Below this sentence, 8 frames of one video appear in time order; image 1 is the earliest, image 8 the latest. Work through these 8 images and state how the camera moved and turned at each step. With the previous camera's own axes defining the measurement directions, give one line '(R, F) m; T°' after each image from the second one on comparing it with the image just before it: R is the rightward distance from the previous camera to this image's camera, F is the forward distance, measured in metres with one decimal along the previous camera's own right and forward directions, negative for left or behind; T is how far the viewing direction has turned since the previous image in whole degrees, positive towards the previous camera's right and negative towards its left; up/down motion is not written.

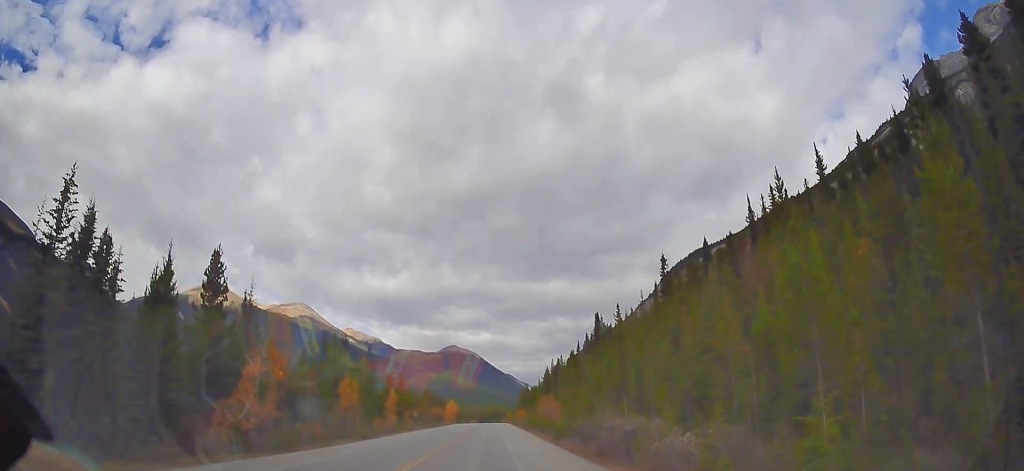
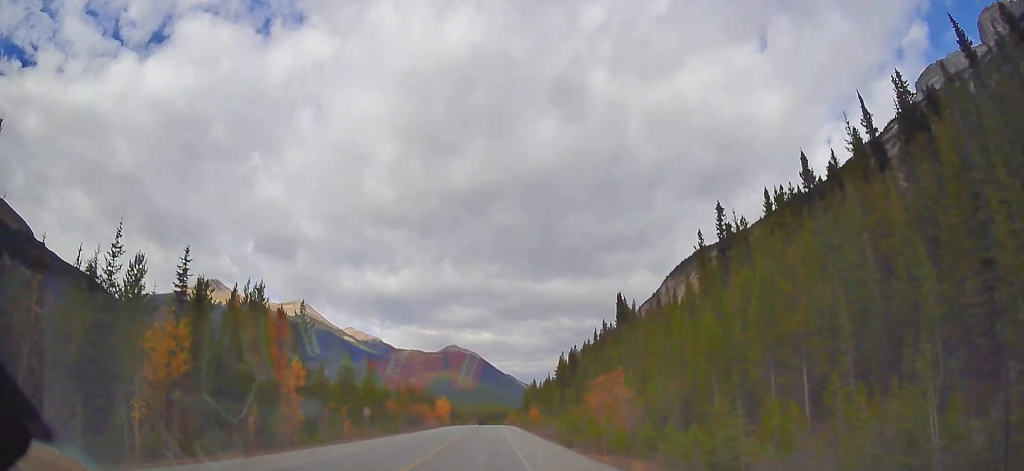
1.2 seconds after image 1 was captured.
(-0.5, +31.6) m; 0°
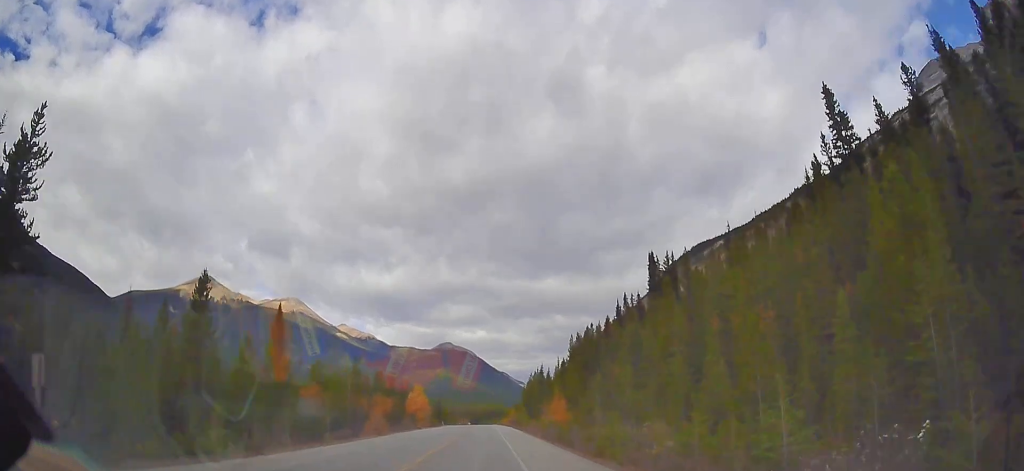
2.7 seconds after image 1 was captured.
(+0.8, +37.7) m; +2°
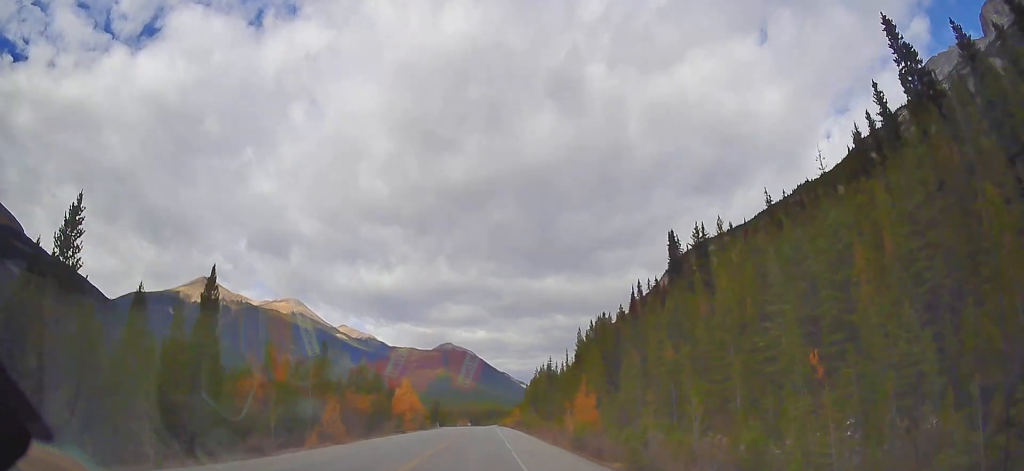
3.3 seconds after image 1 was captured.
(0.0, +14.7) m; 0°
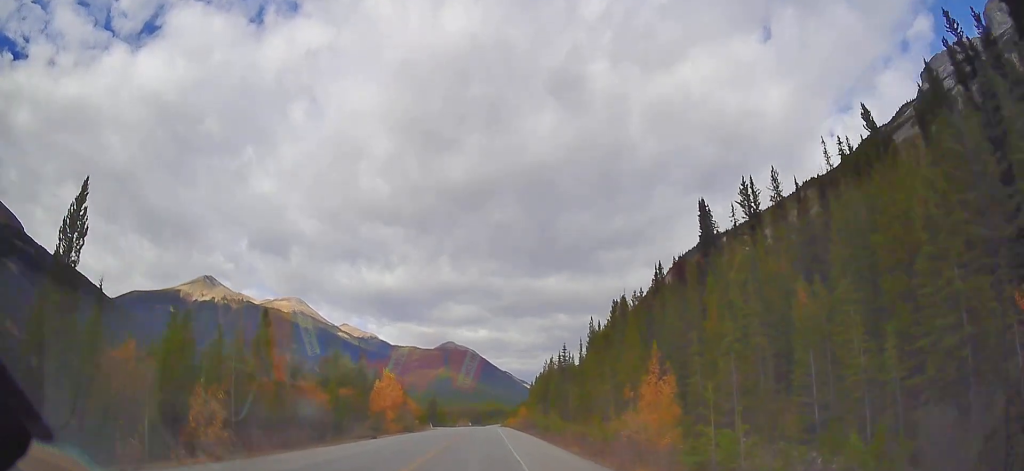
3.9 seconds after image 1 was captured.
(0.0, +15.5) m; 0°
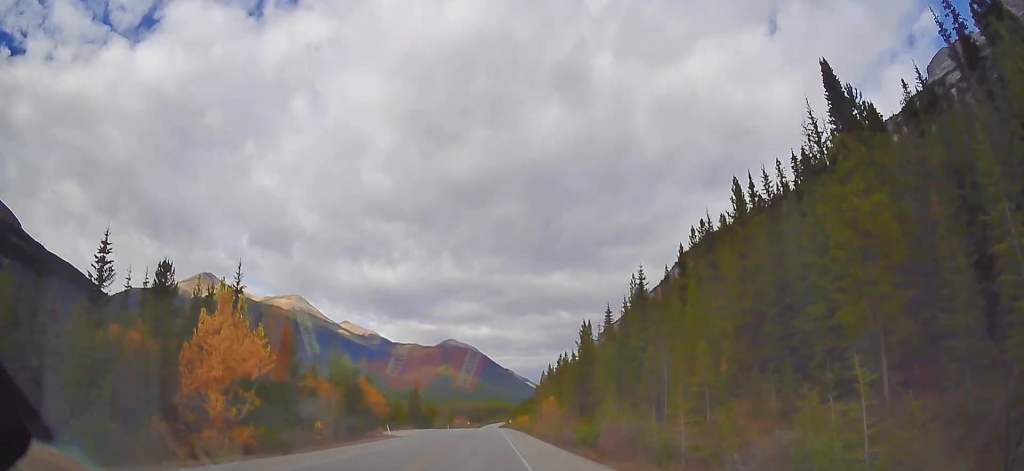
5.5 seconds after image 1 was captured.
(-0.1, +41.4) m; -1°
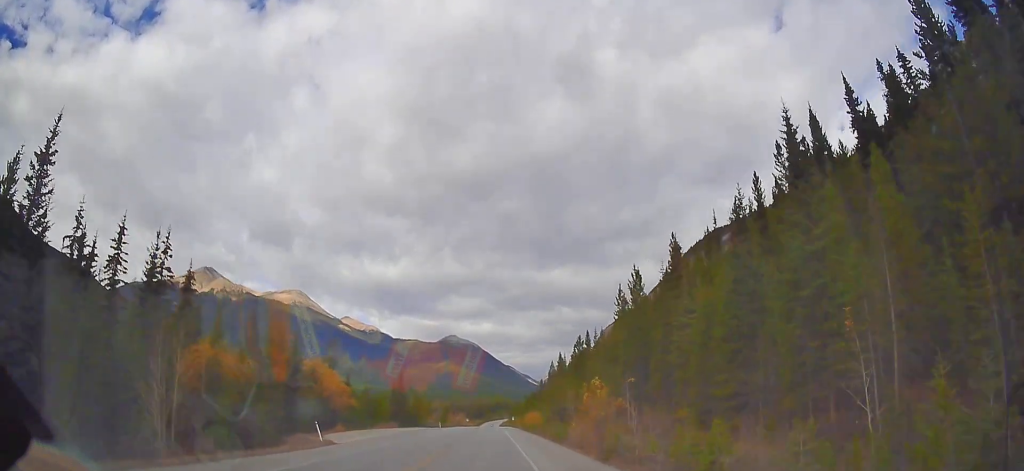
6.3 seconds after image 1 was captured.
(-0.4, +22.5) m; 0°
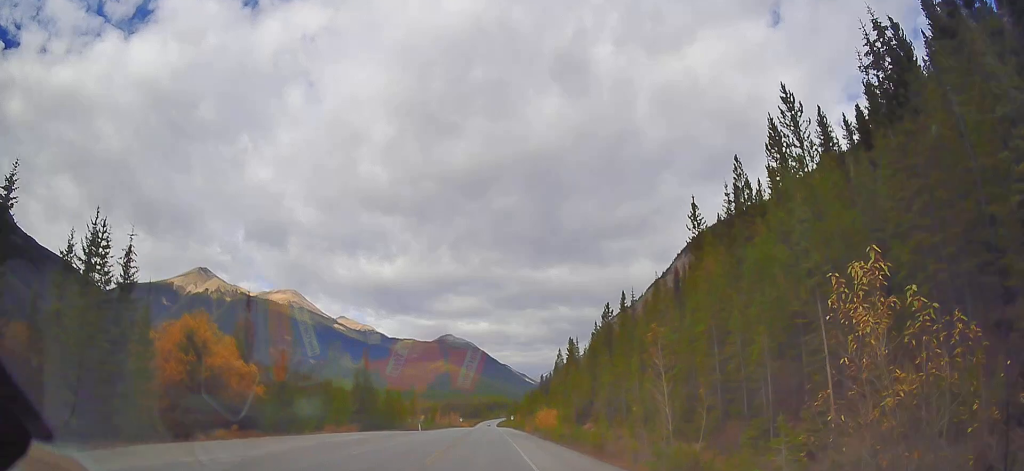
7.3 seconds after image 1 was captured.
(+0.4, +26.0) m; +1°
